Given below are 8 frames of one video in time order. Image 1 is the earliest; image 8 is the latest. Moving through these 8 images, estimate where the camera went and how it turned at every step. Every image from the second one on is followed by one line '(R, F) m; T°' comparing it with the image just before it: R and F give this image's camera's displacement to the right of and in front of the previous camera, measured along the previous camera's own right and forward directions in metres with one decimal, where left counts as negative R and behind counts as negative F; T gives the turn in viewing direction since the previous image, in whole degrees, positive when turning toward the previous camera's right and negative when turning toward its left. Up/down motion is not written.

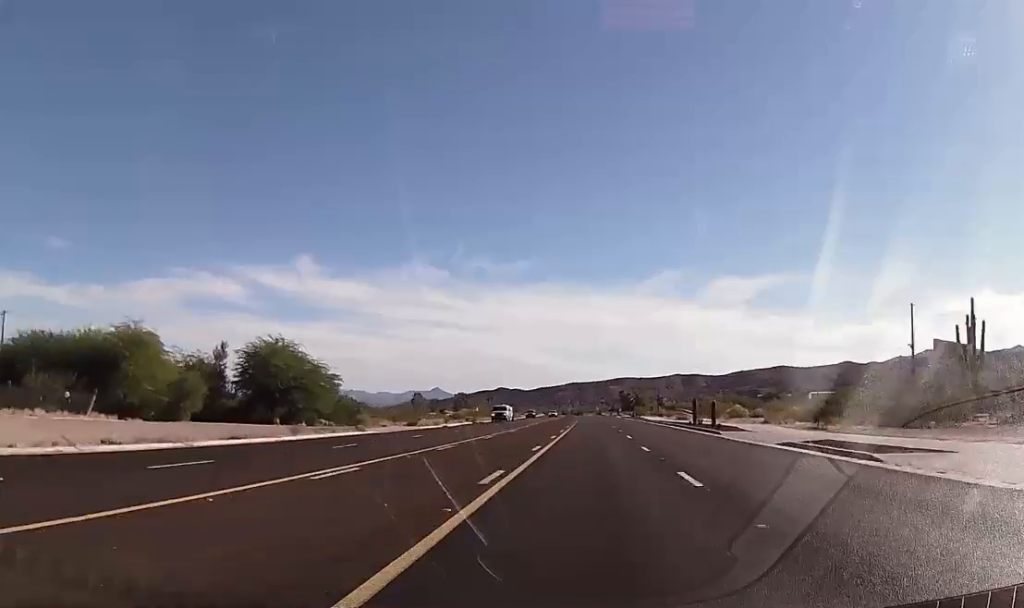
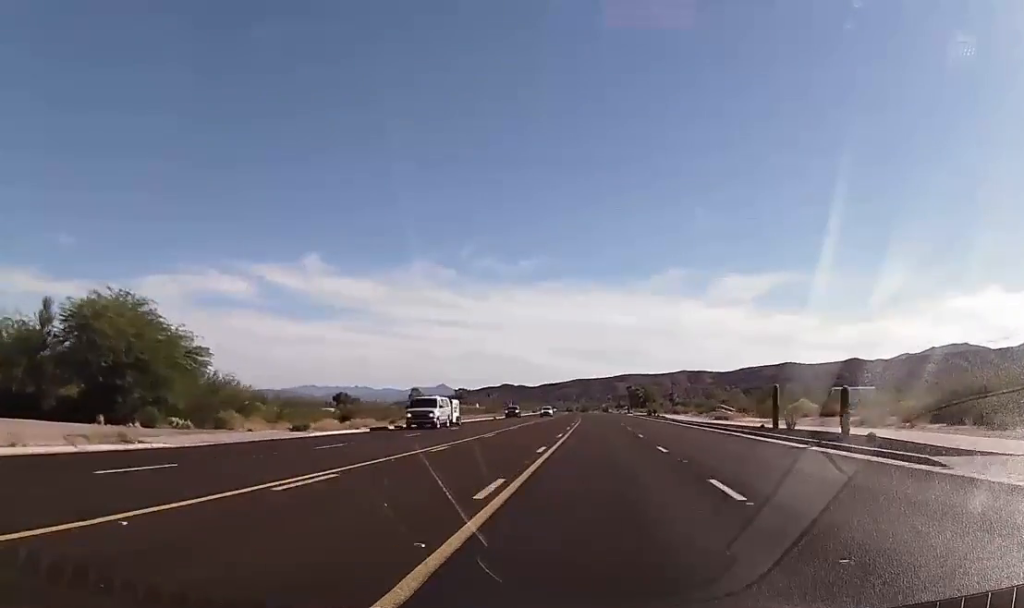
(-0.1, +27.0) m; 0°
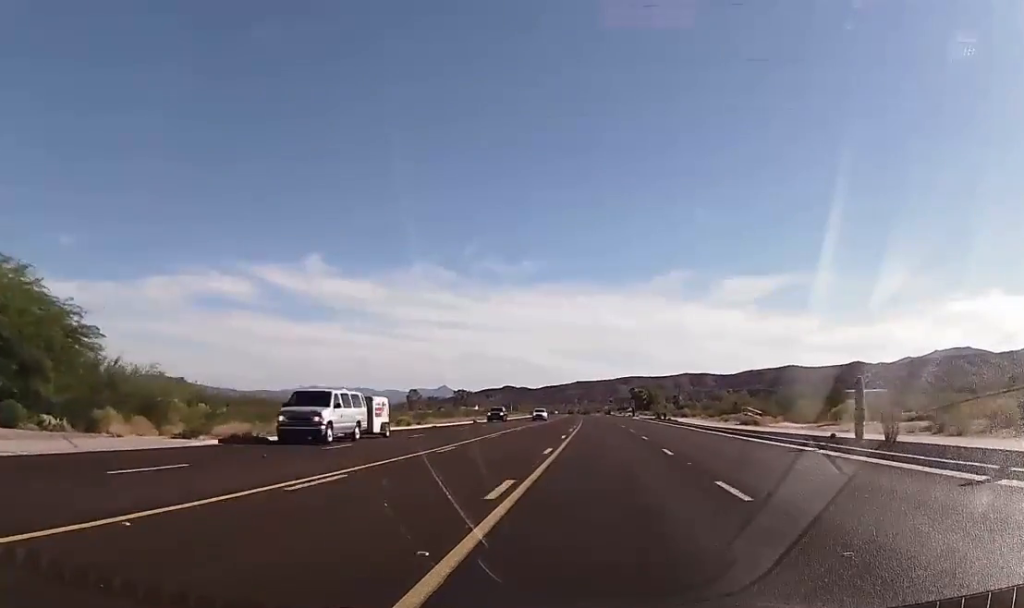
(-0.1, +12.1) m; 0°
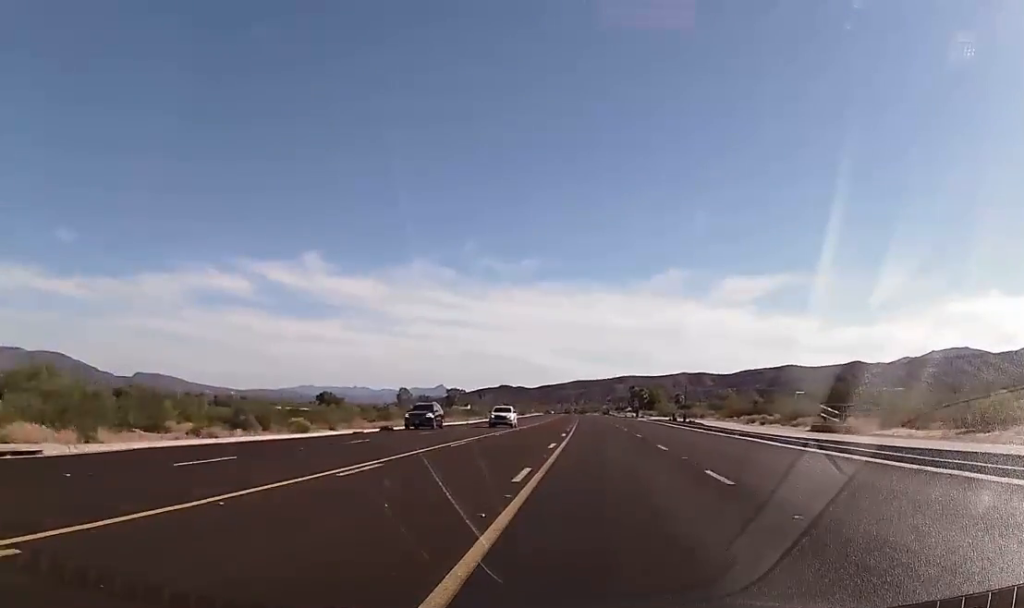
(+0.2, +22.1) m; 0°
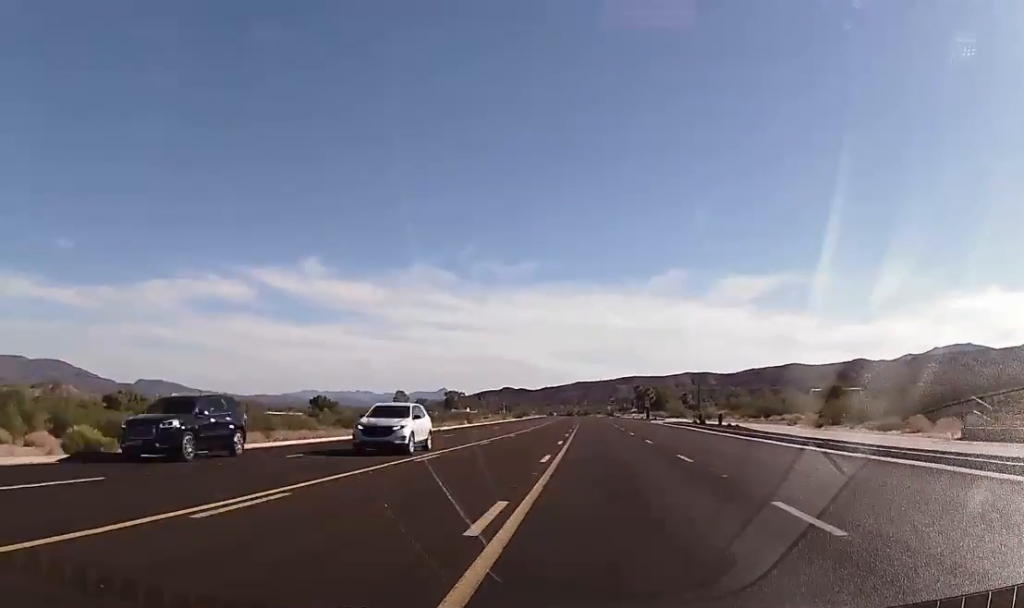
(-0.2, +18.3) m; 0°
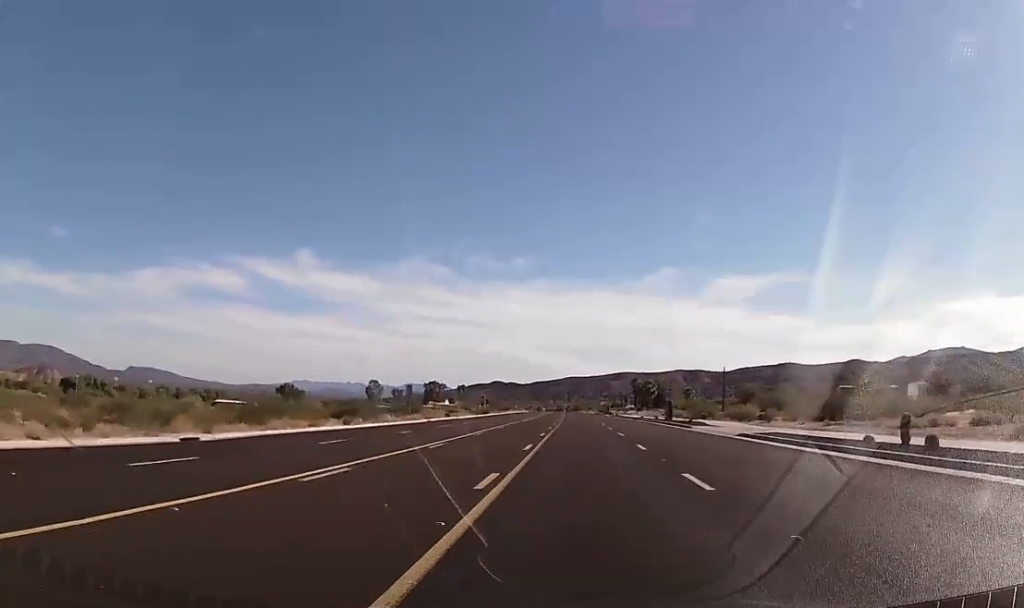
(-0.4, +44.3) m; -1°
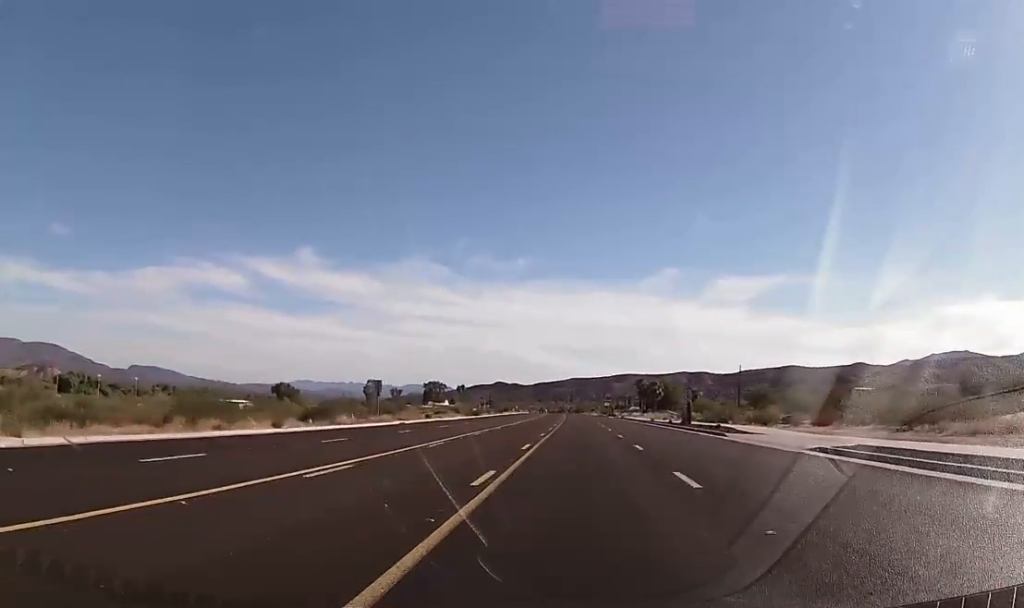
(0.0, +11.7) m; 0°
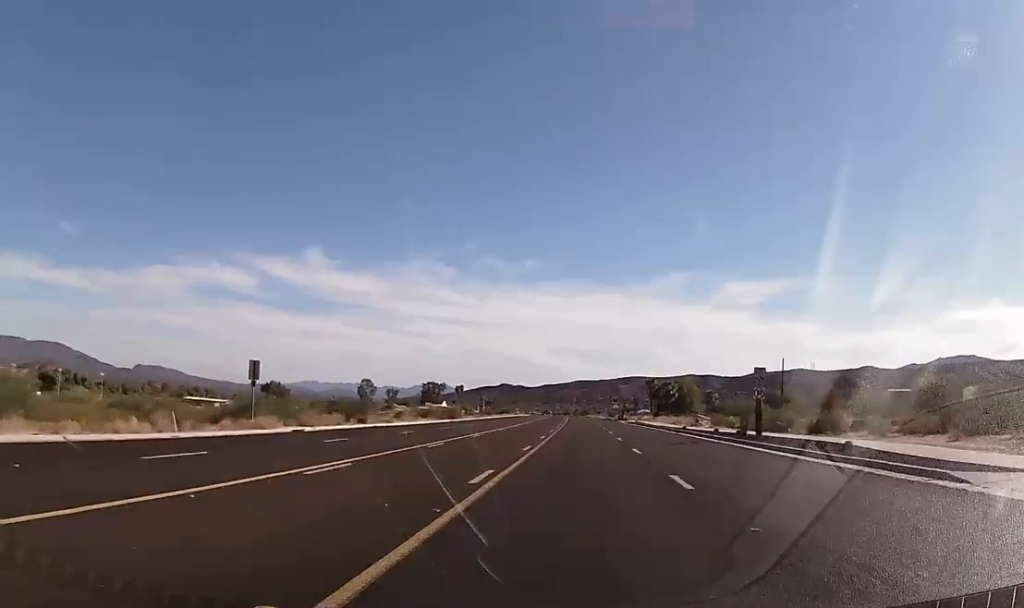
(0.0, +24.3) m; 0°
